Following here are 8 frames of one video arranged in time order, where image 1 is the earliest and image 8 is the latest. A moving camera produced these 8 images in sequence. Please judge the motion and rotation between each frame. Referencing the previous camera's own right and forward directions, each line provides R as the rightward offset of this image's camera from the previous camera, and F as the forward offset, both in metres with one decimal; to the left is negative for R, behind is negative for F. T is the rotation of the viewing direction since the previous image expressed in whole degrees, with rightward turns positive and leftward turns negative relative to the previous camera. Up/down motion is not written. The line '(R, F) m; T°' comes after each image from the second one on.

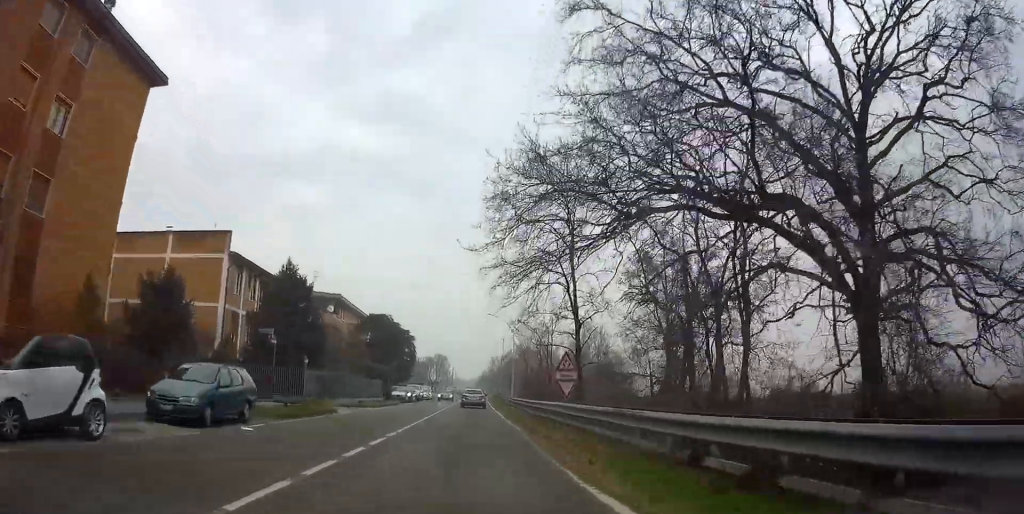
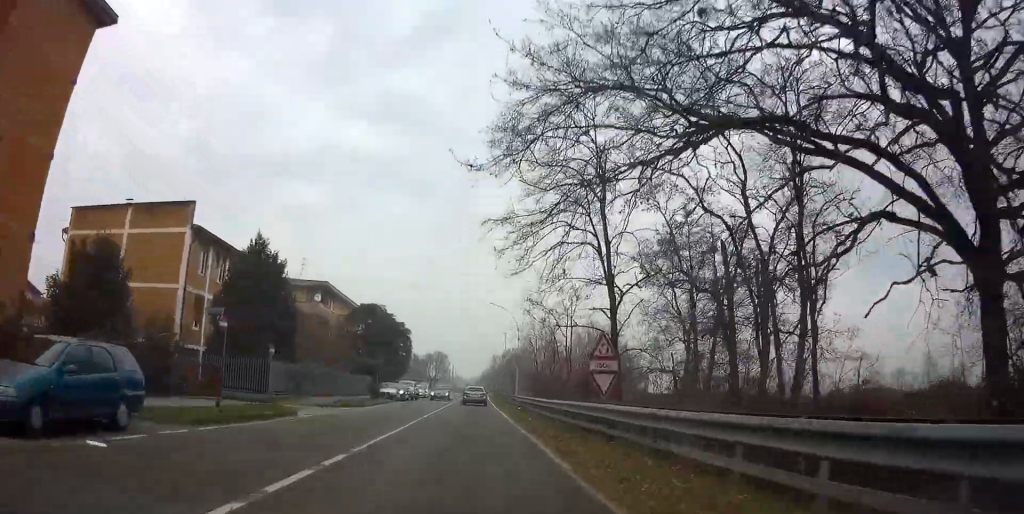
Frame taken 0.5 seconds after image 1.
(0.0, +6.1) m; 0°
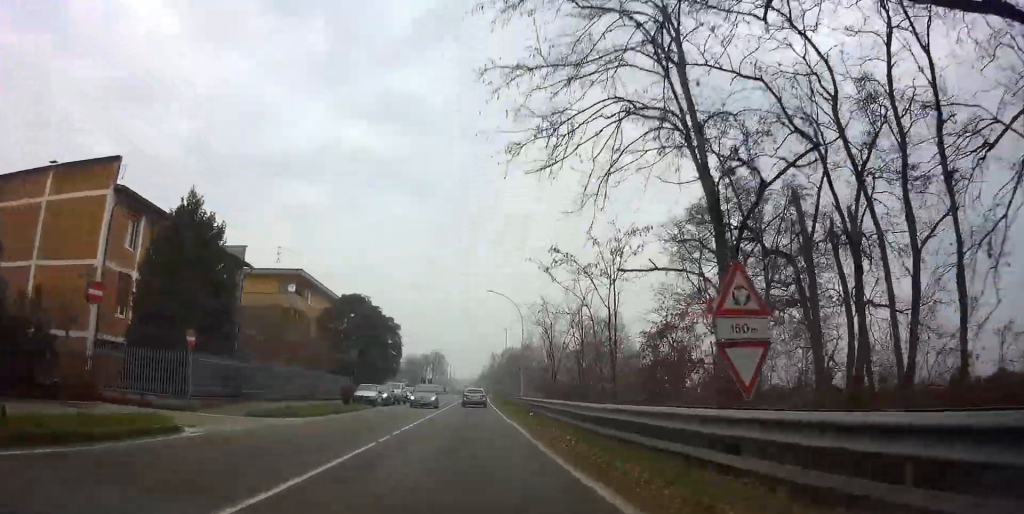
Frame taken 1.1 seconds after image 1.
(0.0, +8.4) m; 0°
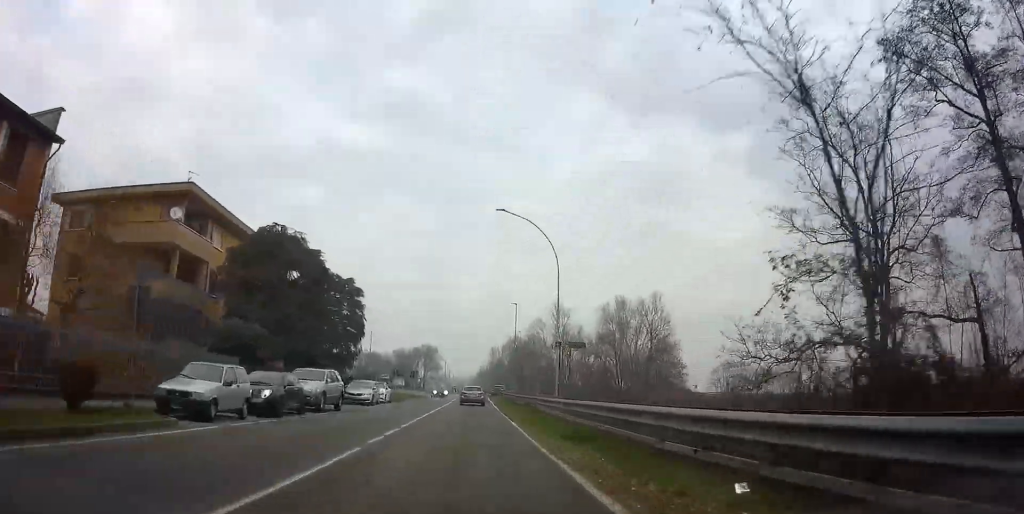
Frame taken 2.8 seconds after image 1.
(+0.2, +22.6) m; +1°
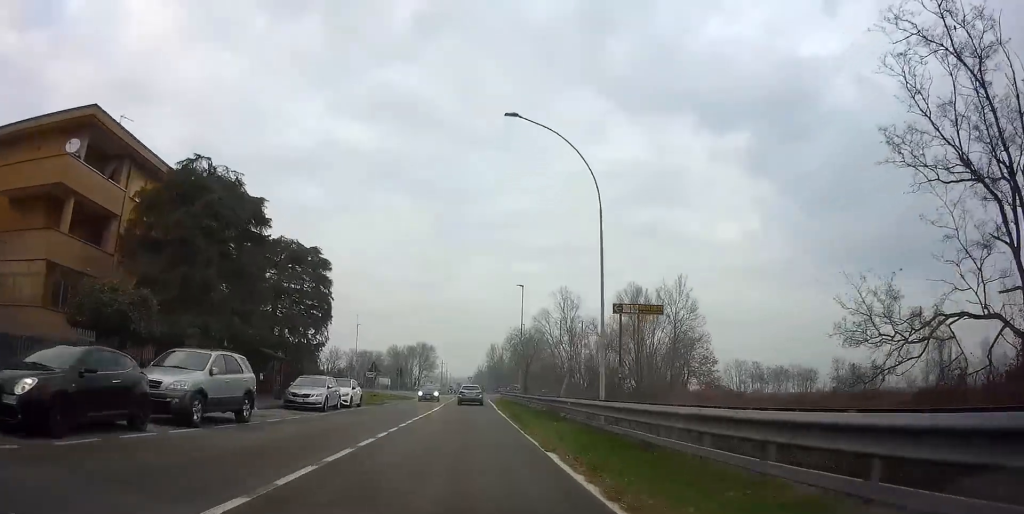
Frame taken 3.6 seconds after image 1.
(-0.1, +10.4) m; 0°
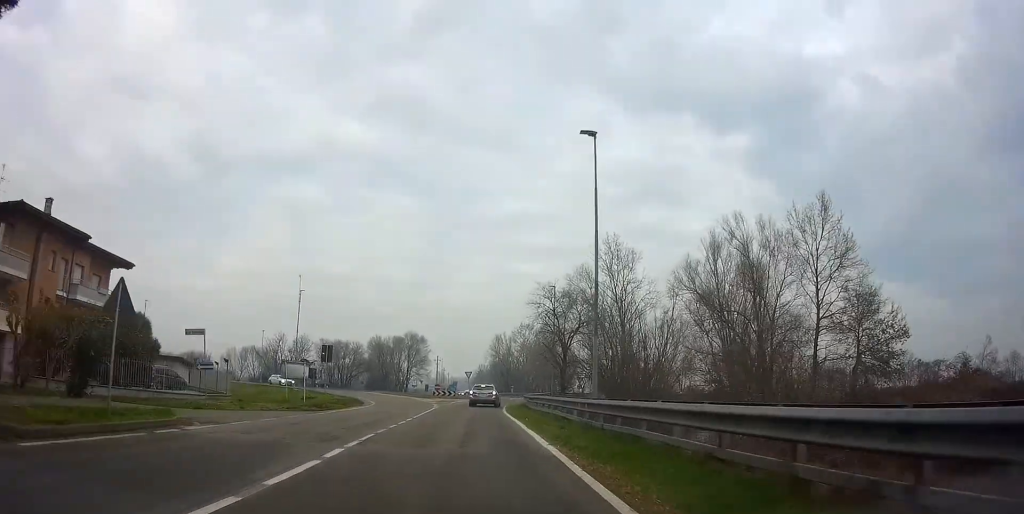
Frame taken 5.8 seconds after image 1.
(0.0, +31.2) m; 0°
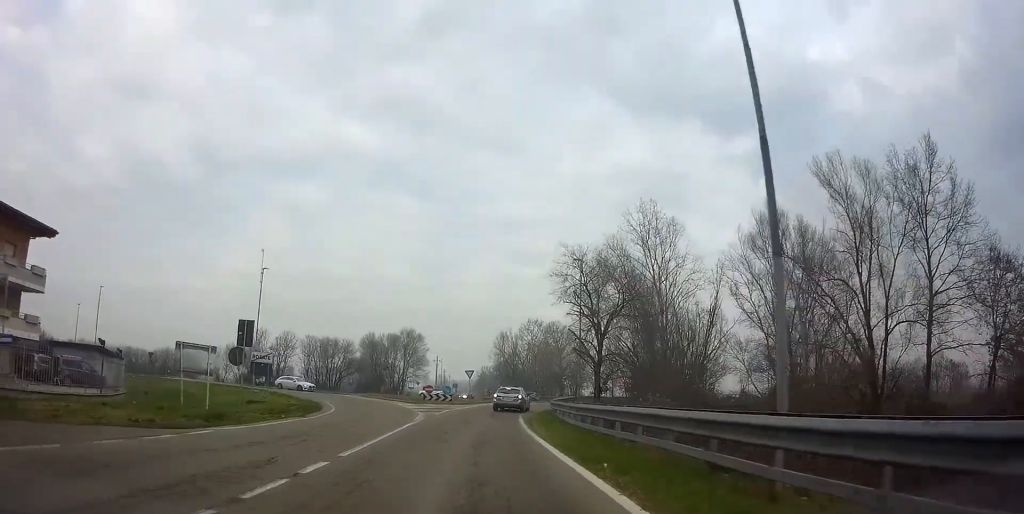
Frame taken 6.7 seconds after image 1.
(0.0, +12.0) m; 0°
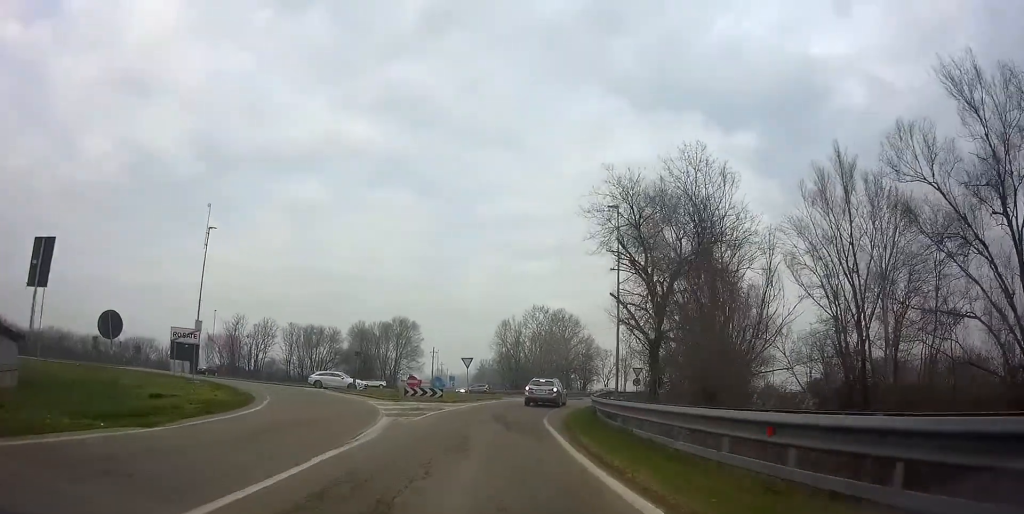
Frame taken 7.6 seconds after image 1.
(0.0, +10.8) m; +1°
